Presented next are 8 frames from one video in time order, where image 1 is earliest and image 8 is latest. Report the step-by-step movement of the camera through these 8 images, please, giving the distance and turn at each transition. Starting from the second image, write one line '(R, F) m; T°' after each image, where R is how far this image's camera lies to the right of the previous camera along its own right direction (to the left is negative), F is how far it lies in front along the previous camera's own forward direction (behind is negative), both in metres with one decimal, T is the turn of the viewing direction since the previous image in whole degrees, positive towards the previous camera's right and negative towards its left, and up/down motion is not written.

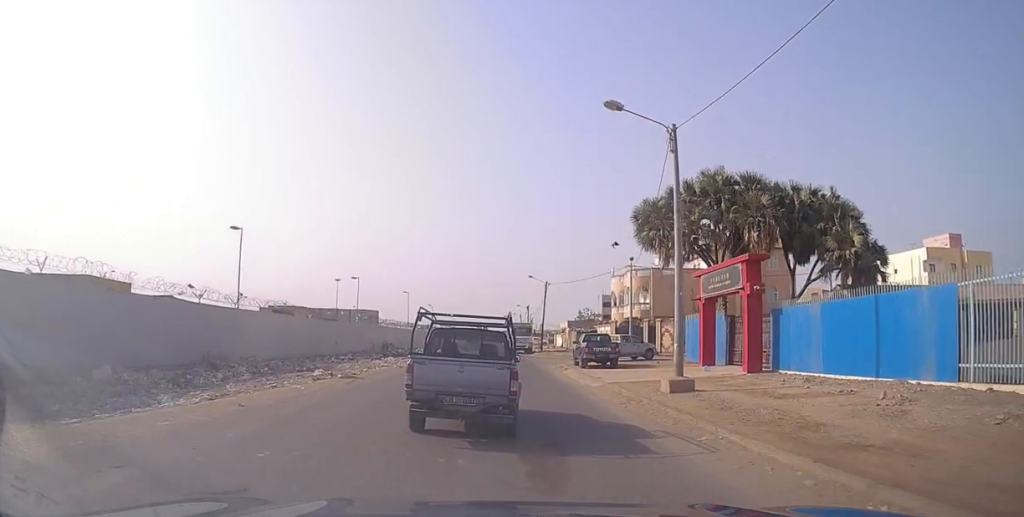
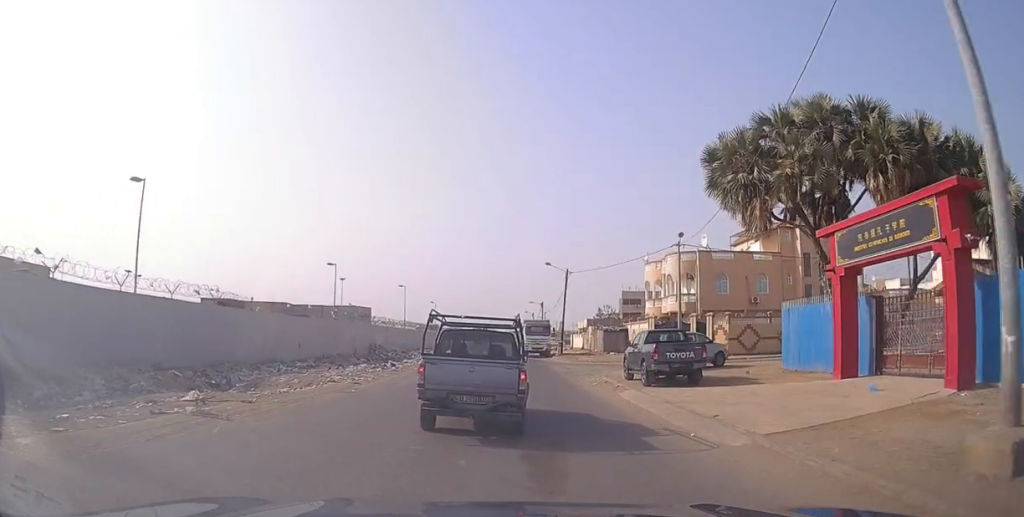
(+0.4, +12.5) m; +2°
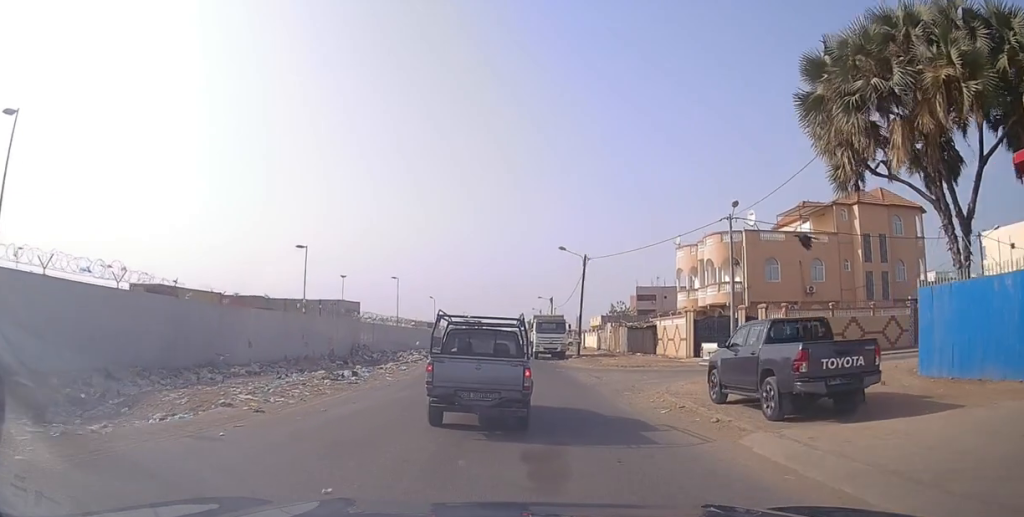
(-0.1, +9.2) m; -2°
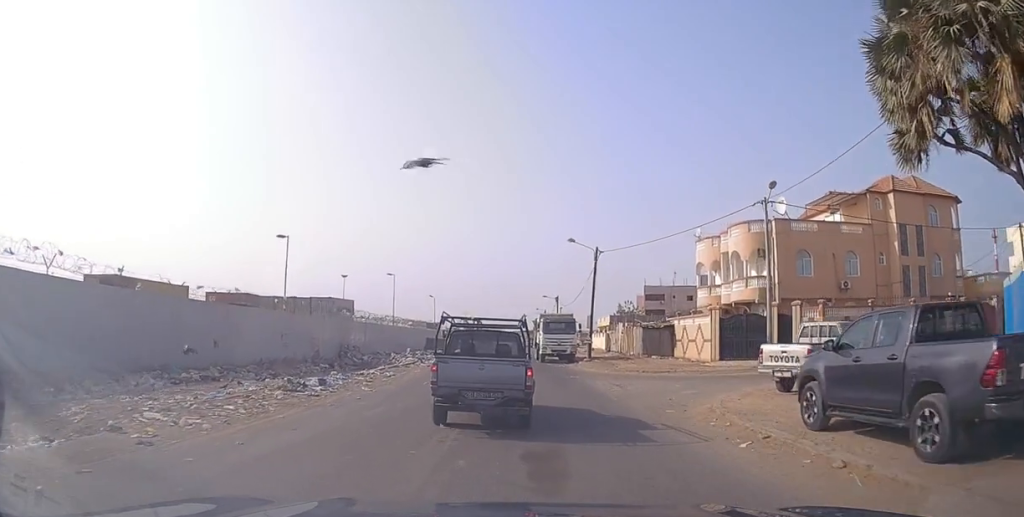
(-0.1, +4.4) m; -1°
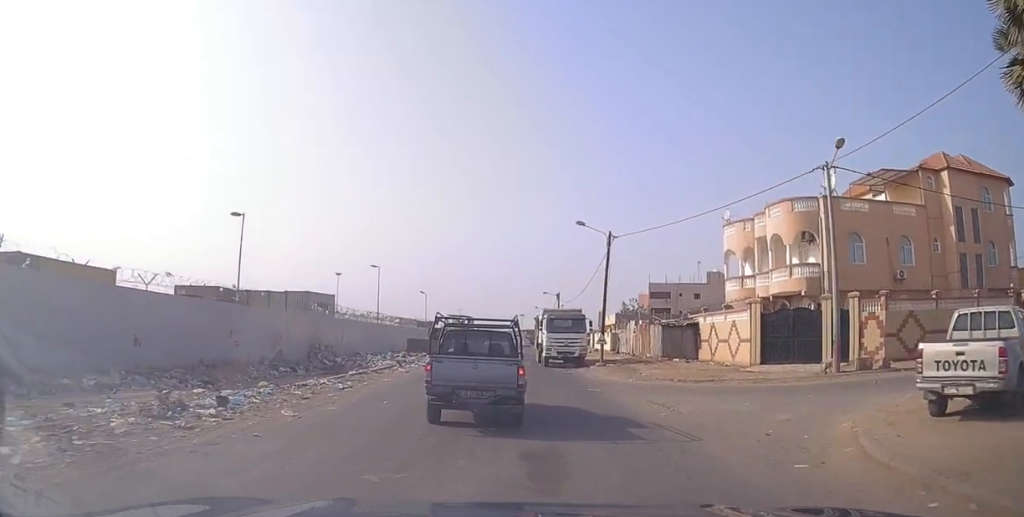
(0.0, +6.5) m; -1°
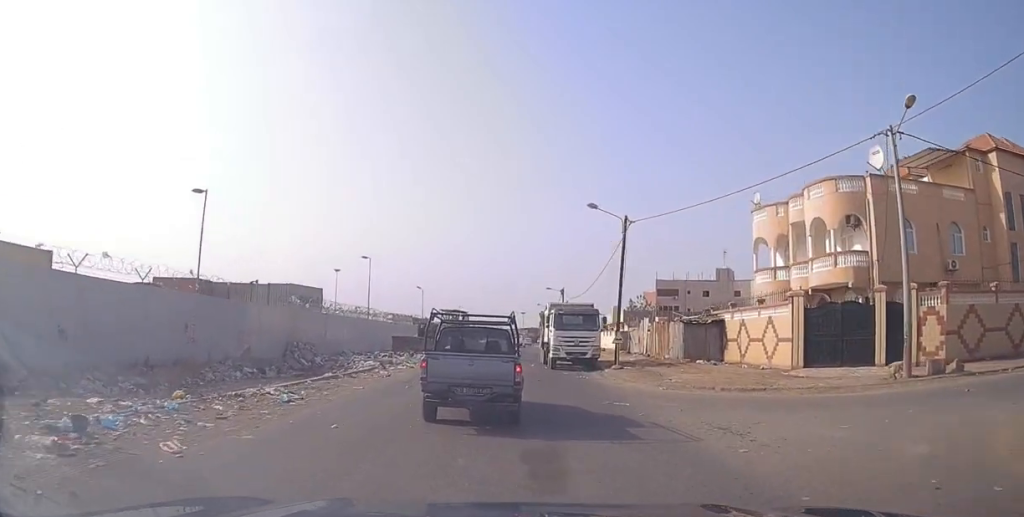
(0.0, +4.4) m; -1°
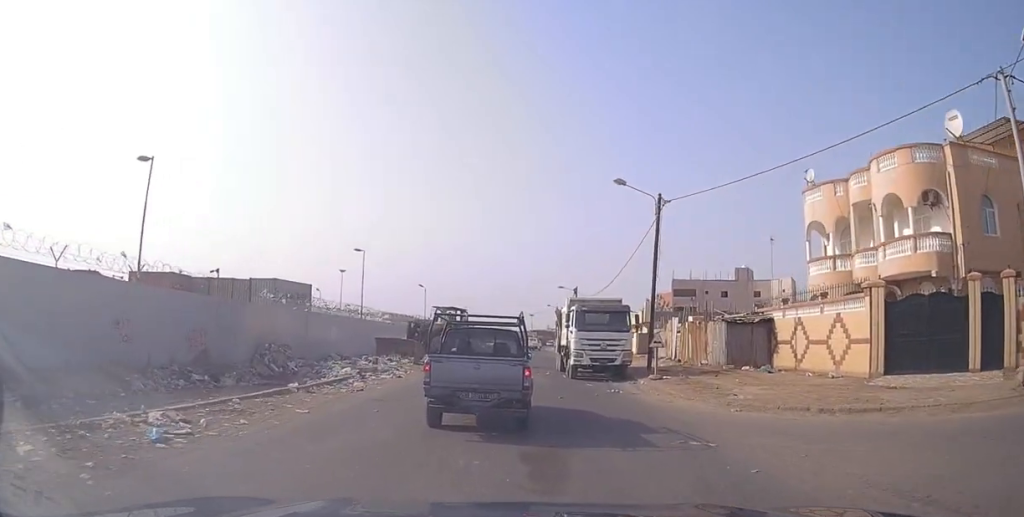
(-0.1, +5.2) m; -1°
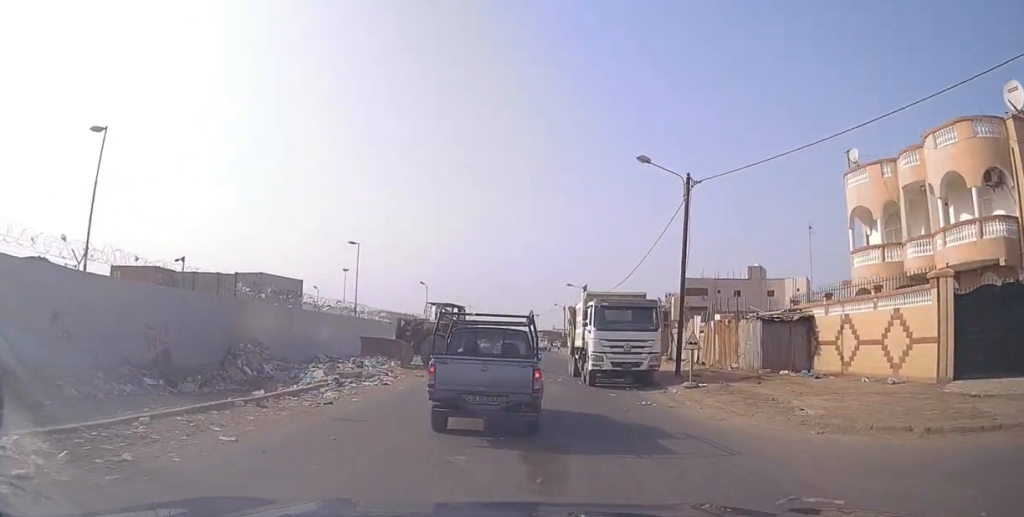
(0.0, +3.3) m; 0°
